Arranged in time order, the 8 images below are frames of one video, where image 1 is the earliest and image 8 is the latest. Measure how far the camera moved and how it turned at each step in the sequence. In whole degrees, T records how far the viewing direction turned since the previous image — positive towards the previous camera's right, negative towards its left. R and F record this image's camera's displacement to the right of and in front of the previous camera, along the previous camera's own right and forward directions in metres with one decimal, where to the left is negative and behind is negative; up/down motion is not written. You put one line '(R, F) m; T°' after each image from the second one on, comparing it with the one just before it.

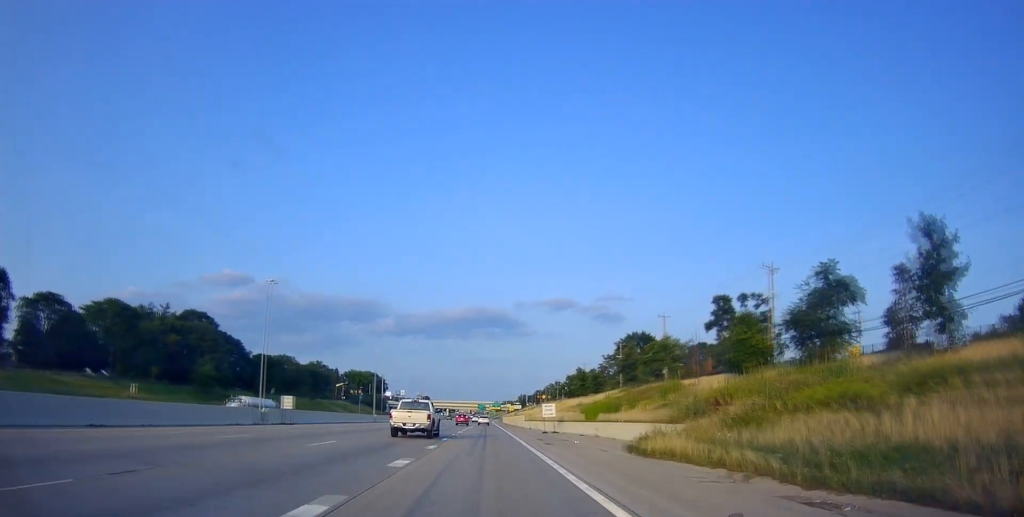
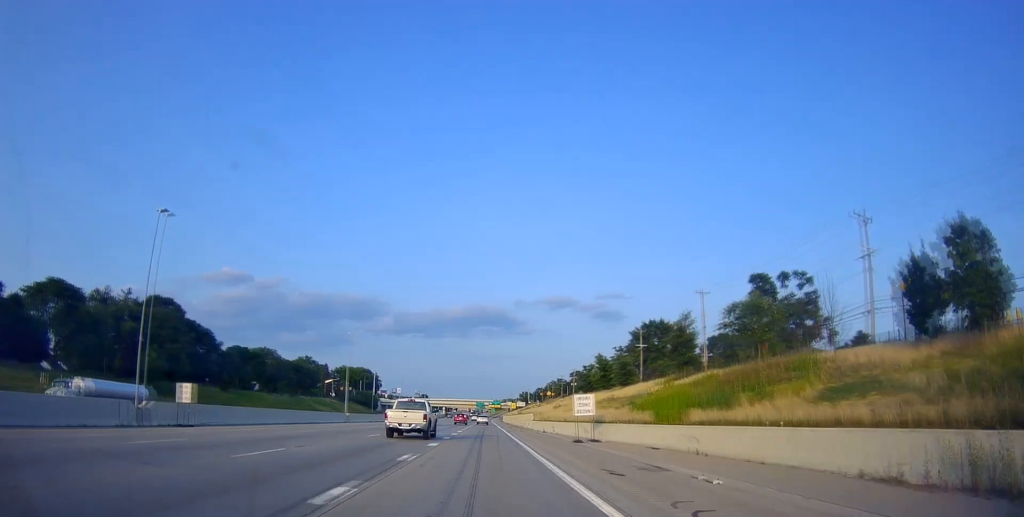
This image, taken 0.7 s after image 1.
(+0.2, +20.9) m; 0°
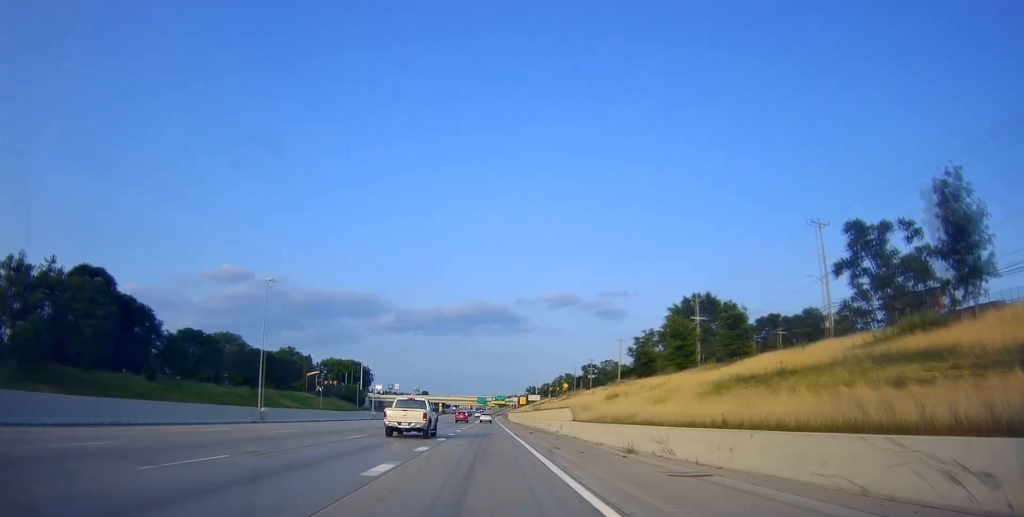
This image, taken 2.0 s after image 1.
(-0.4, +35.1) m; -1°
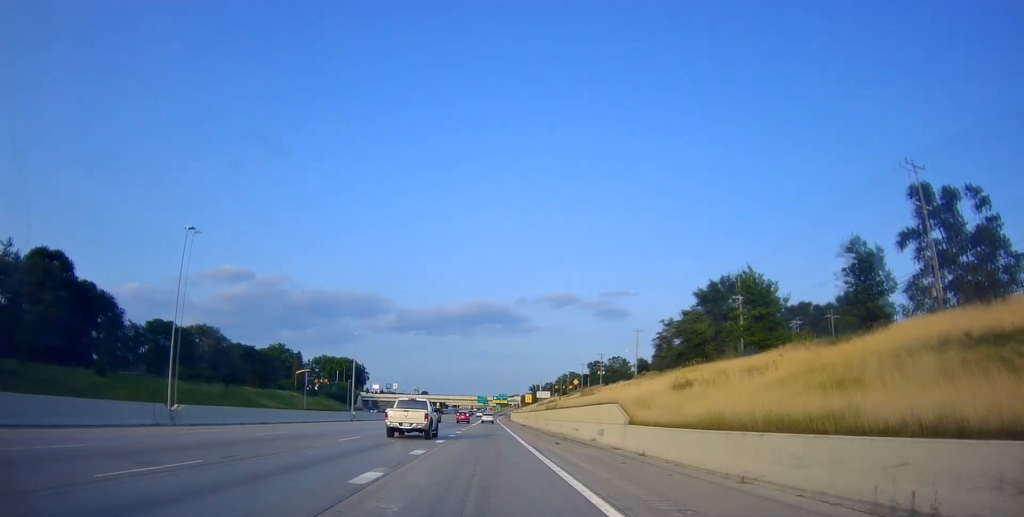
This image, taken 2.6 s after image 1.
(-0.2, +17.1) m; 0°
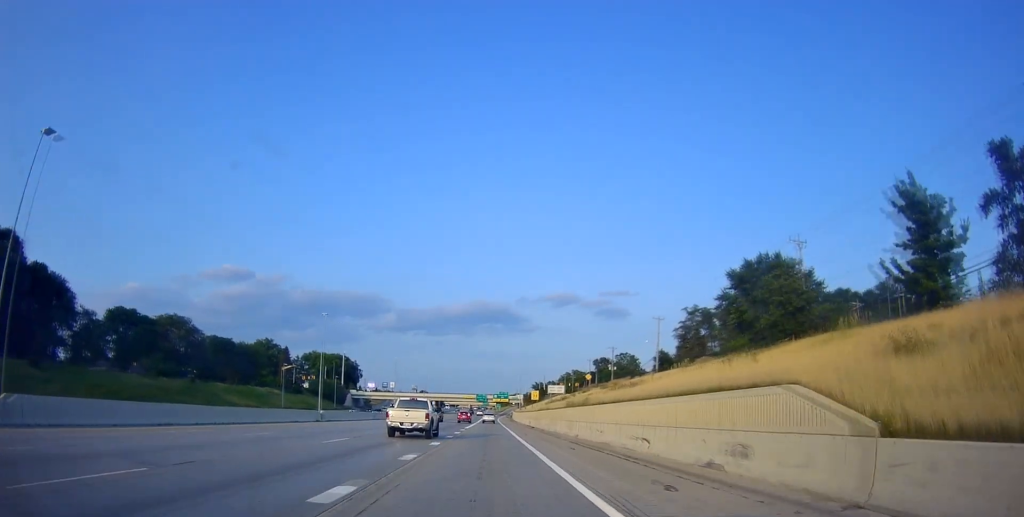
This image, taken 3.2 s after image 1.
(+0.3, +17.8) m; 0°
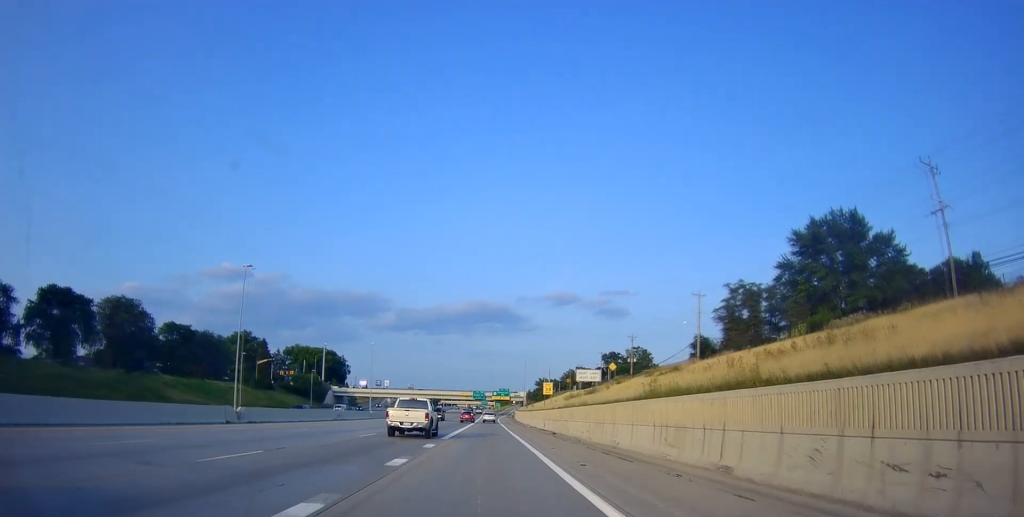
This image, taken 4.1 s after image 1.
(-0.2, +25.0) m; -2°
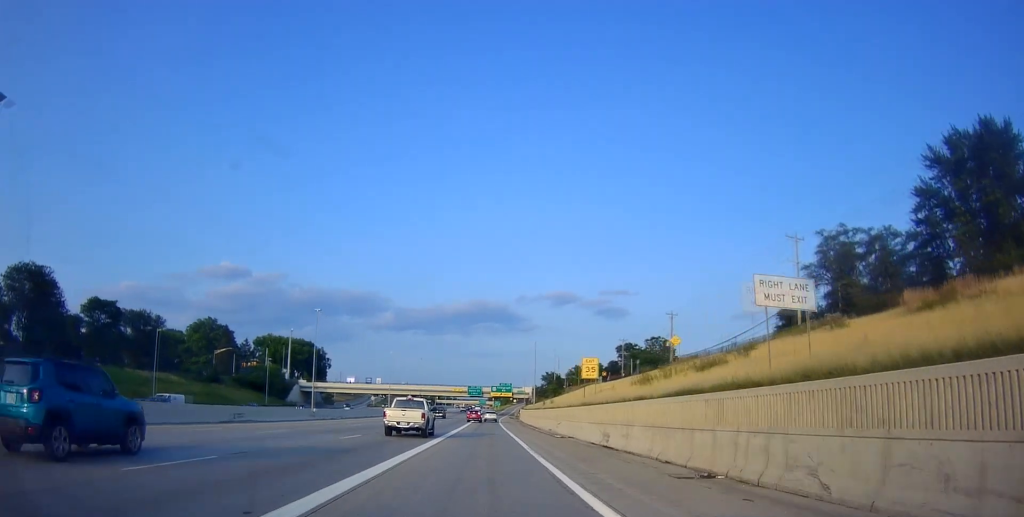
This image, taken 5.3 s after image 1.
(-0.8, +33.8) m; 0°
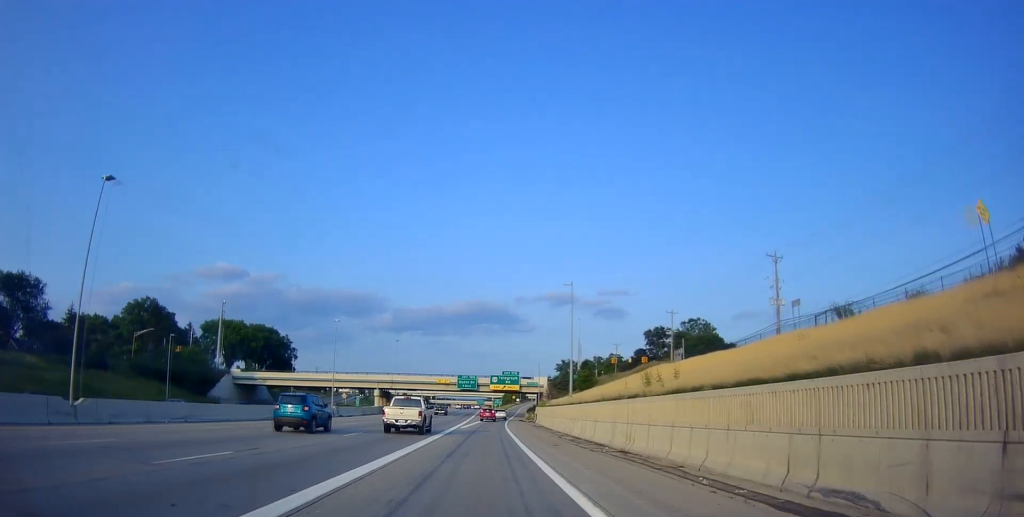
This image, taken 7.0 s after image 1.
(+1.7, +45.4) m; +2°
